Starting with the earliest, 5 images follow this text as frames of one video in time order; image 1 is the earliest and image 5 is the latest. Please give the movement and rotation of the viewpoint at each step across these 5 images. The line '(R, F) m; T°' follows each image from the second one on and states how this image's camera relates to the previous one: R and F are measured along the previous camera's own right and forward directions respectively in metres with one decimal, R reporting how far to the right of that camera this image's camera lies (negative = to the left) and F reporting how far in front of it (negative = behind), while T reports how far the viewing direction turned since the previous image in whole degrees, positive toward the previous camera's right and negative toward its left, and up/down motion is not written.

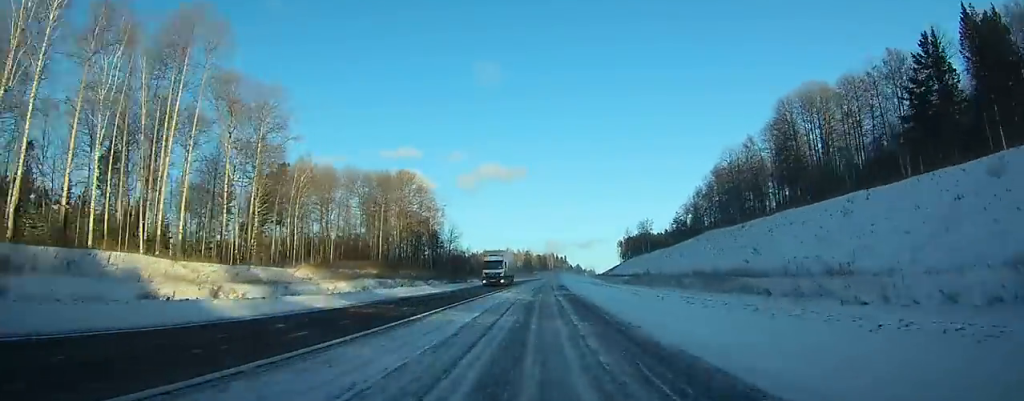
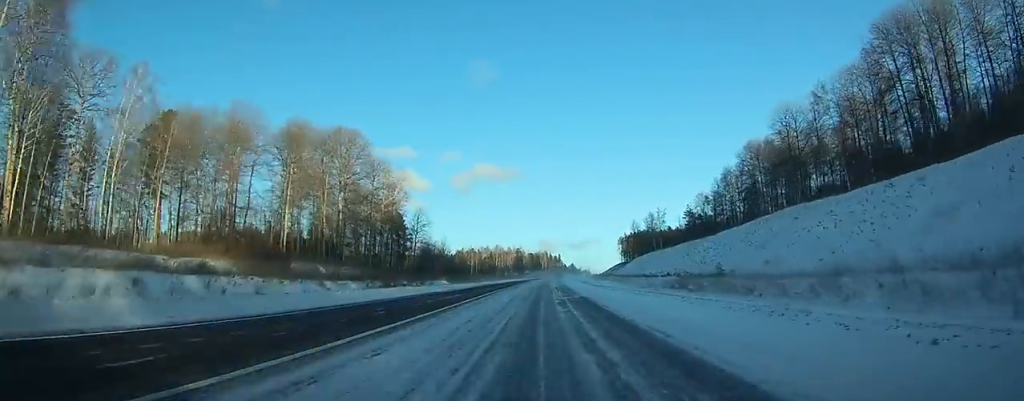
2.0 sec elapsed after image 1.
(+0.3, +41.5) m; +1°
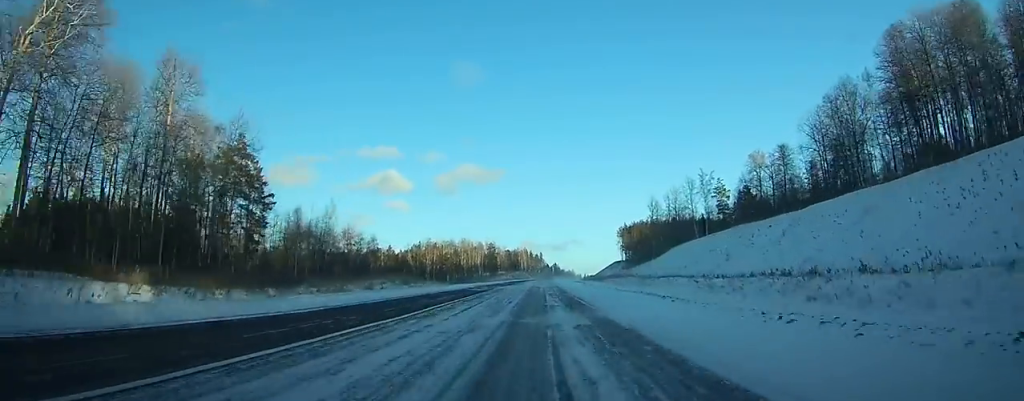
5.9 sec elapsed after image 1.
(+1.3, +82.9) m; +2°
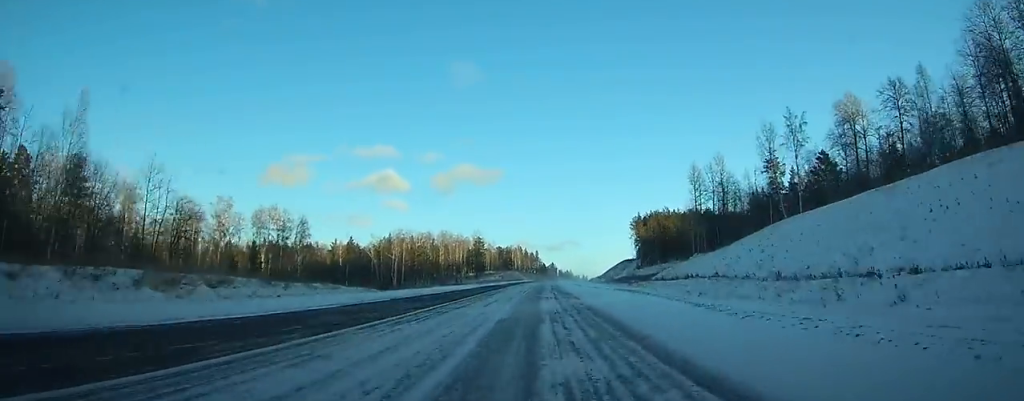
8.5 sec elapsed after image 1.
(+0.7, +54.4) m; +1°
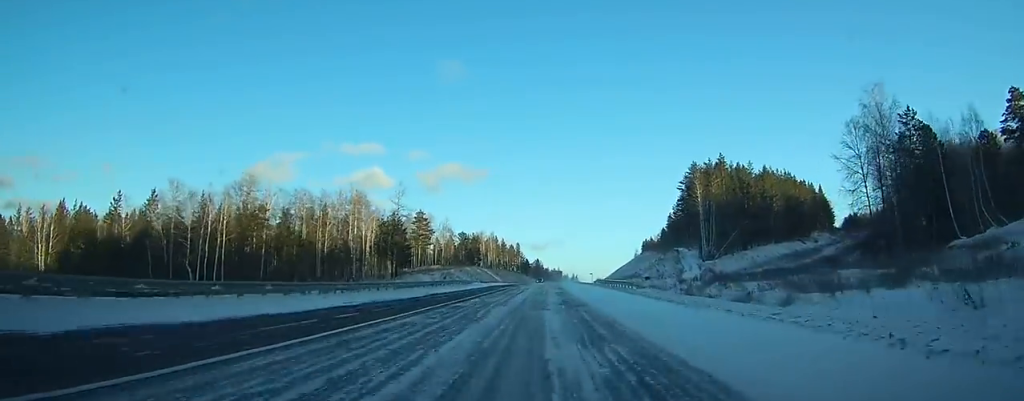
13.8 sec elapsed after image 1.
(+1.4, +116.5) m; +2°
